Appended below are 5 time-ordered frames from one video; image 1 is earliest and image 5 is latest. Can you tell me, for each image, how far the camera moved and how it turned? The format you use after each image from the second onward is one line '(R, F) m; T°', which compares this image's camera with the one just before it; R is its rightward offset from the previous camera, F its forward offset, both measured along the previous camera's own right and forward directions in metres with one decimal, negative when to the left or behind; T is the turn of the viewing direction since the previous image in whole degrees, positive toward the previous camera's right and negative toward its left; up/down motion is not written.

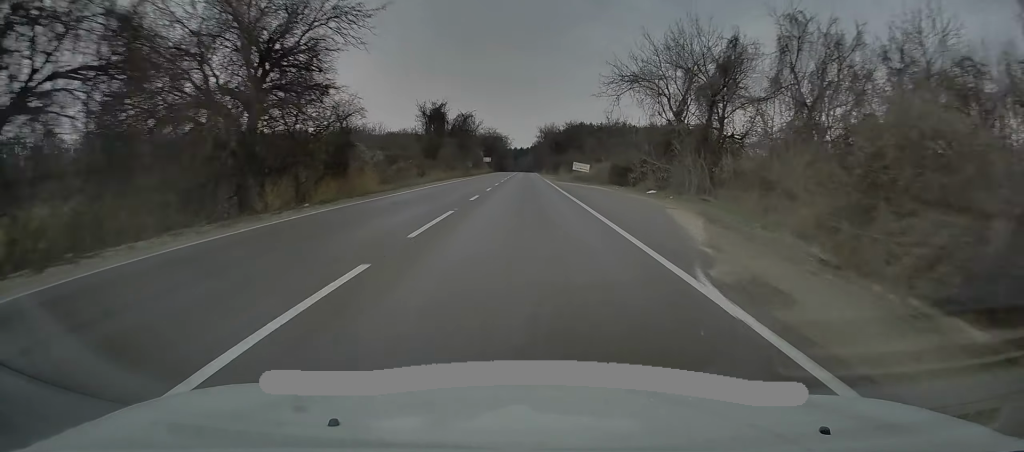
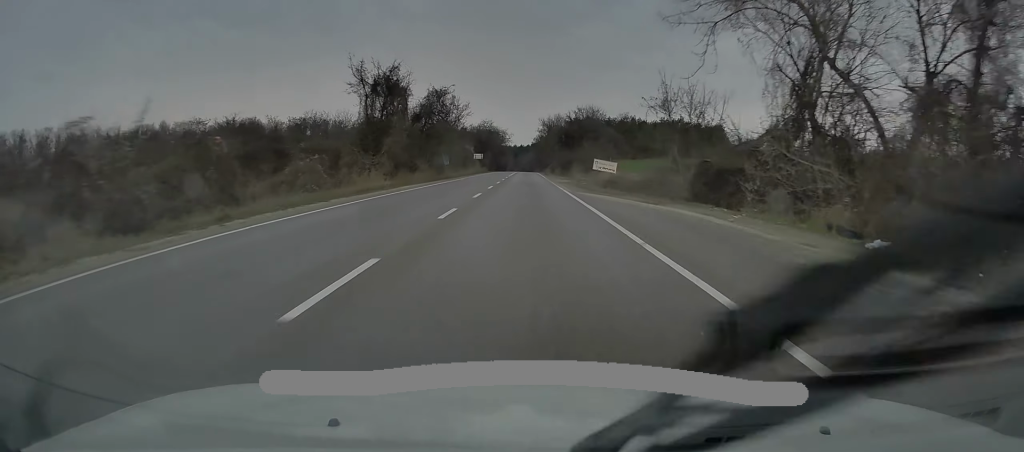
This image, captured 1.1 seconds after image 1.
(+0.1, +26.4) m; 0°
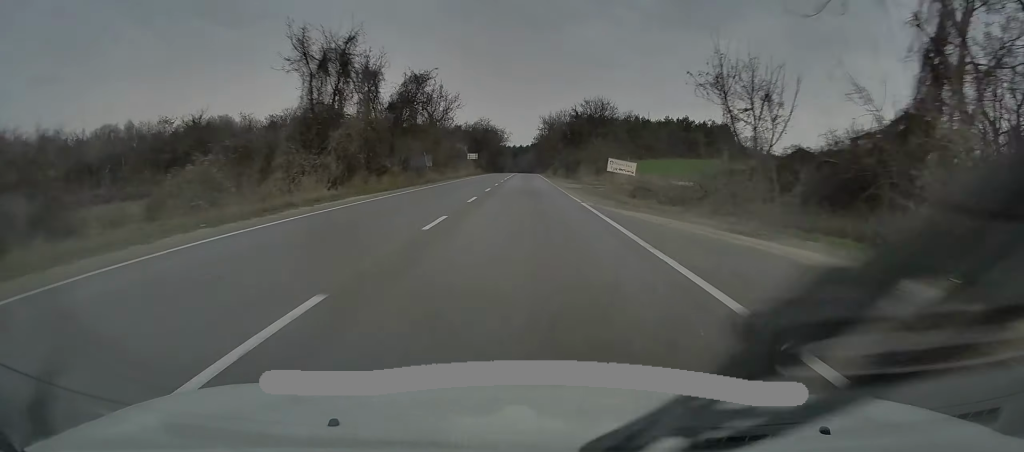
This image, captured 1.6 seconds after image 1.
(+0.1, +11.2) m; 0°
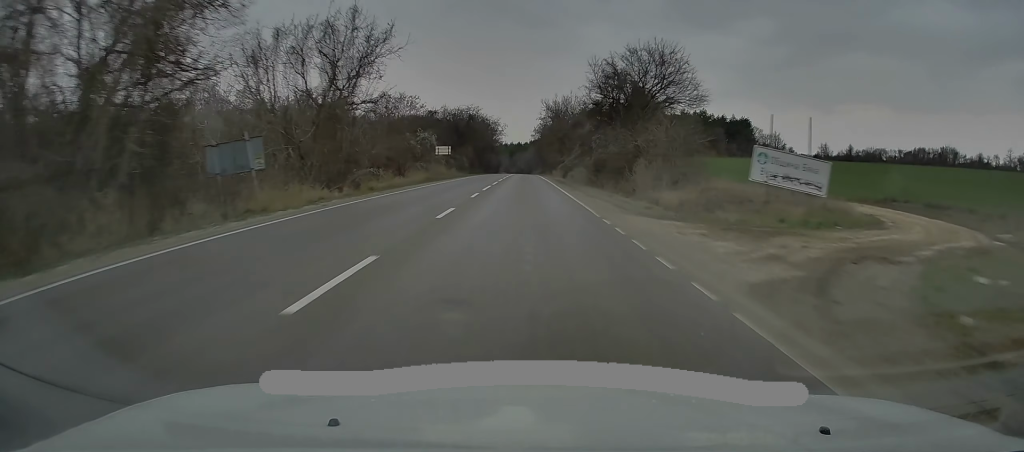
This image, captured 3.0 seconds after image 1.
(-0.1, +33.6) m; 0°
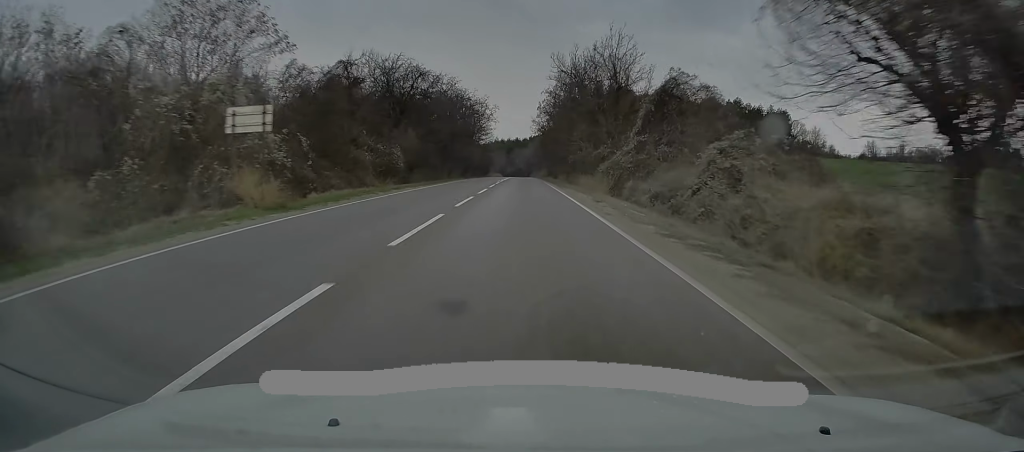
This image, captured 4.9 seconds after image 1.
(0.0, +47.0) m; 0°
